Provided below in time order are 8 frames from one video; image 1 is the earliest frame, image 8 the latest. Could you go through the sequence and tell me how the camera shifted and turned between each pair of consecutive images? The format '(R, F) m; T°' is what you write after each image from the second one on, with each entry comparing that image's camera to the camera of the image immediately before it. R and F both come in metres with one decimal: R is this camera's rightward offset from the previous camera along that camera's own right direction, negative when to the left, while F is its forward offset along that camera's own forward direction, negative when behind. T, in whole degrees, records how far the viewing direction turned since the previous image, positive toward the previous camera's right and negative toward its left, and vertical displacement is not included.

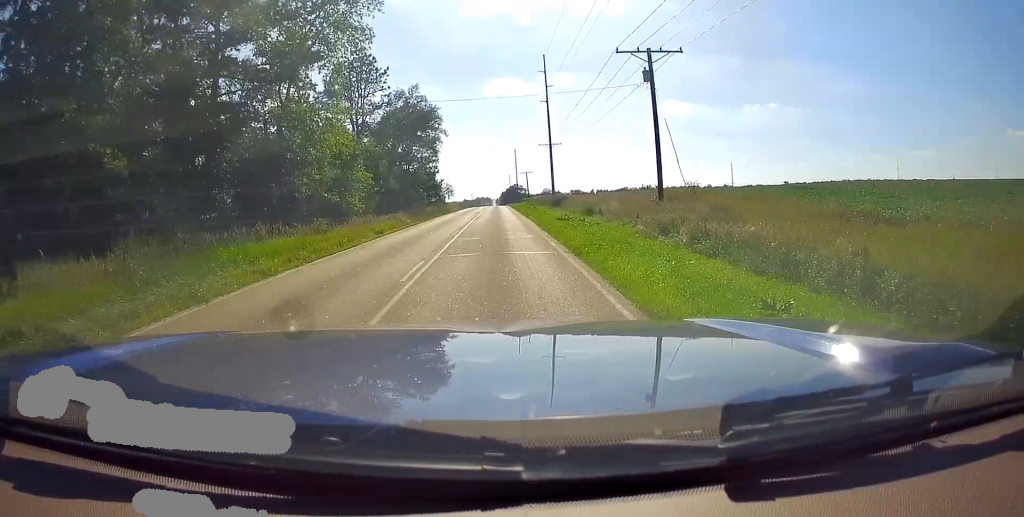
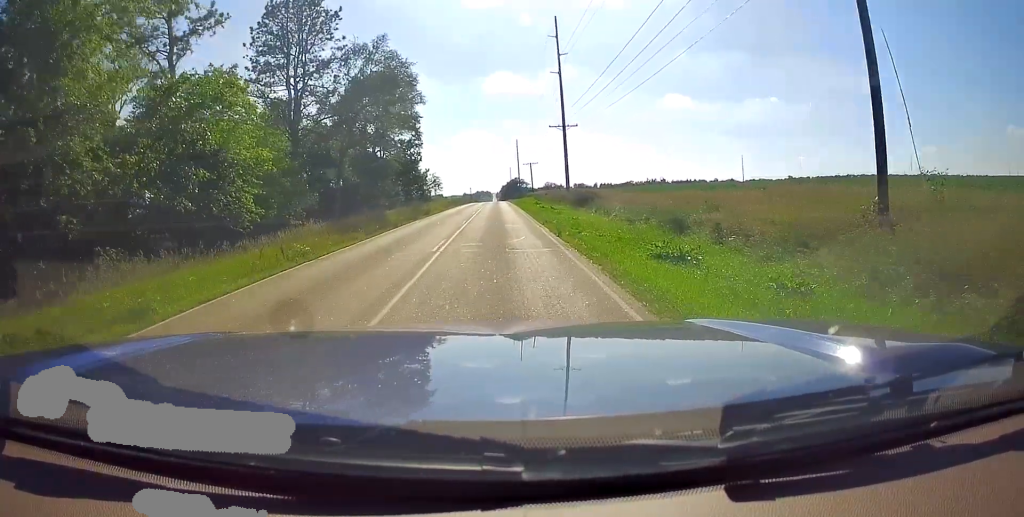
(+0.3, +19.0) m; +1°
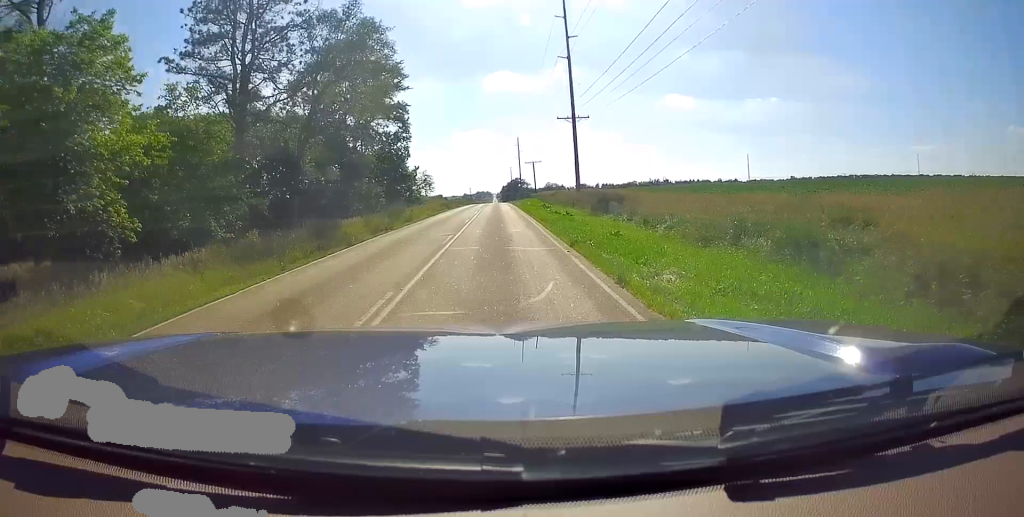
(0.0, +9.3) m; 0°
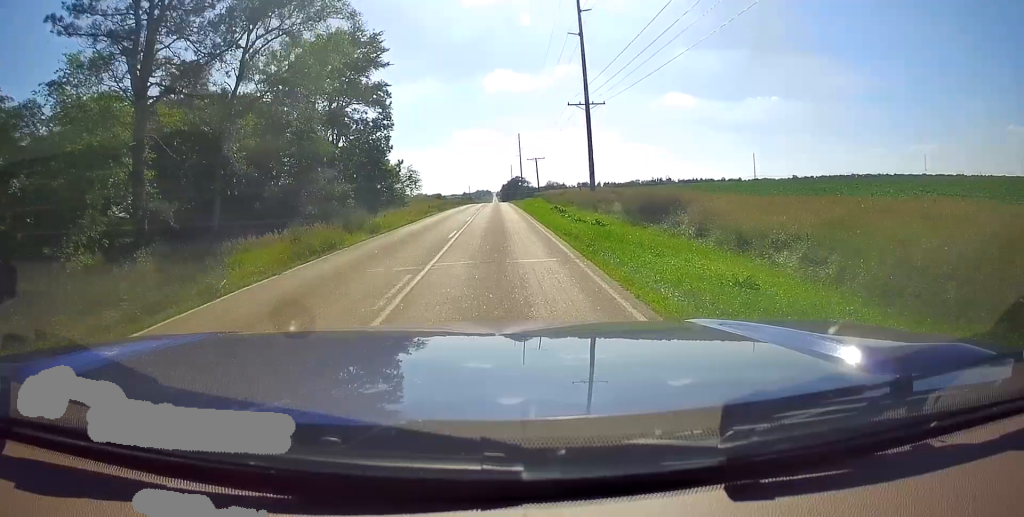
(0.0, +10.0) m; 0°
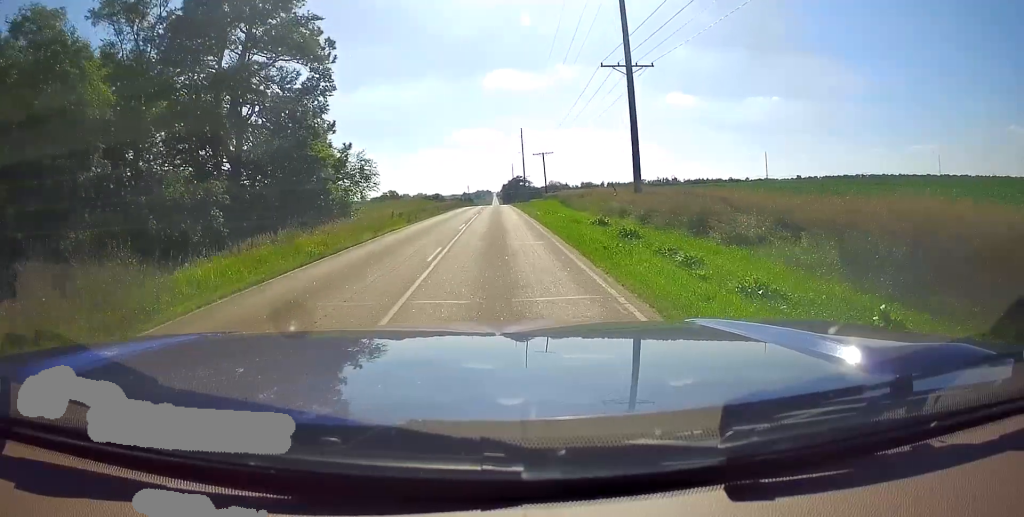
(0.0, +17.7) m; 0°
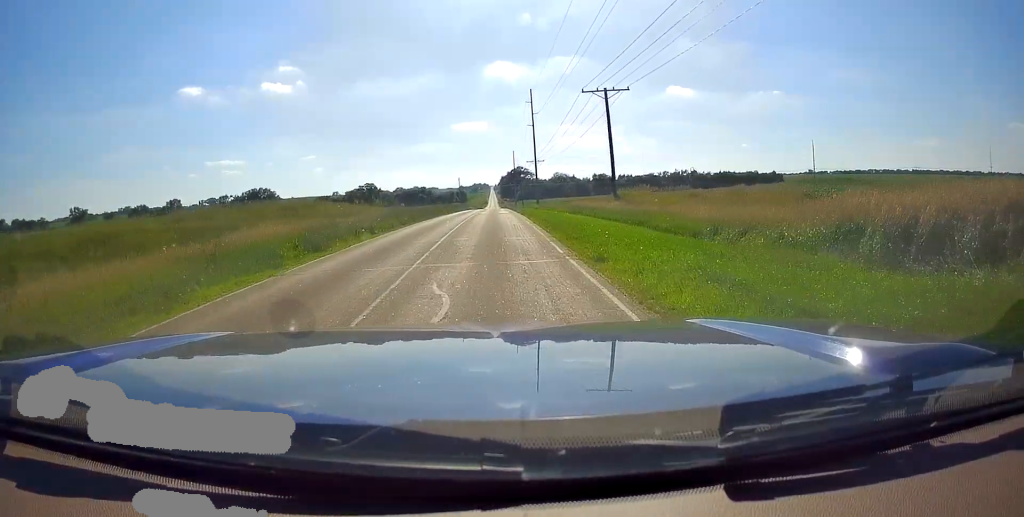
(0.0, +62.3) m; 0°
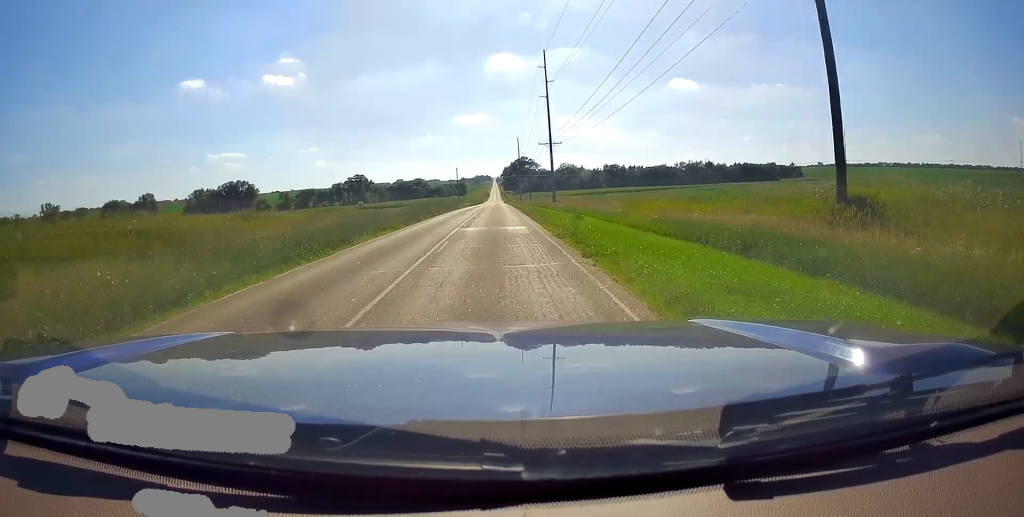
(-0.4, +29.9) m; -1°
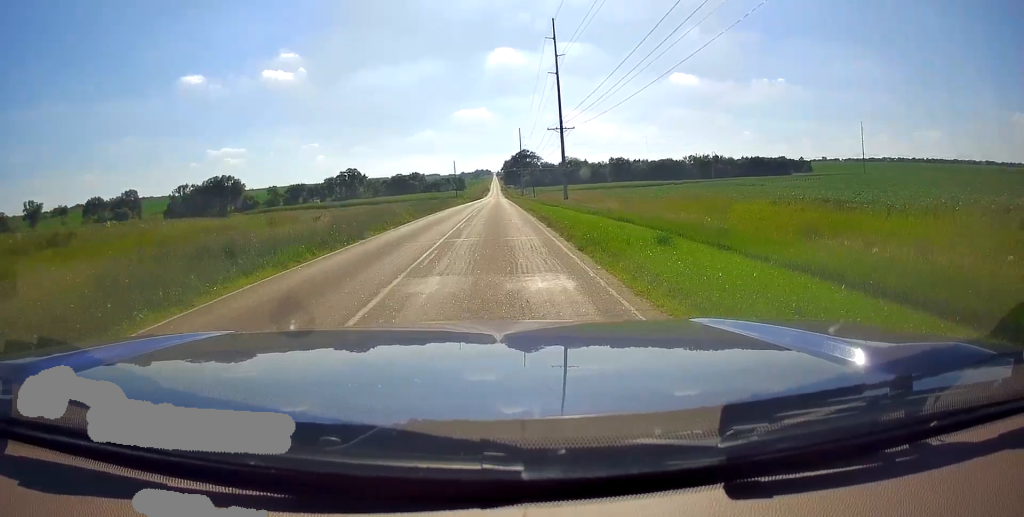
(-0.3, +15.7) m; 0°
